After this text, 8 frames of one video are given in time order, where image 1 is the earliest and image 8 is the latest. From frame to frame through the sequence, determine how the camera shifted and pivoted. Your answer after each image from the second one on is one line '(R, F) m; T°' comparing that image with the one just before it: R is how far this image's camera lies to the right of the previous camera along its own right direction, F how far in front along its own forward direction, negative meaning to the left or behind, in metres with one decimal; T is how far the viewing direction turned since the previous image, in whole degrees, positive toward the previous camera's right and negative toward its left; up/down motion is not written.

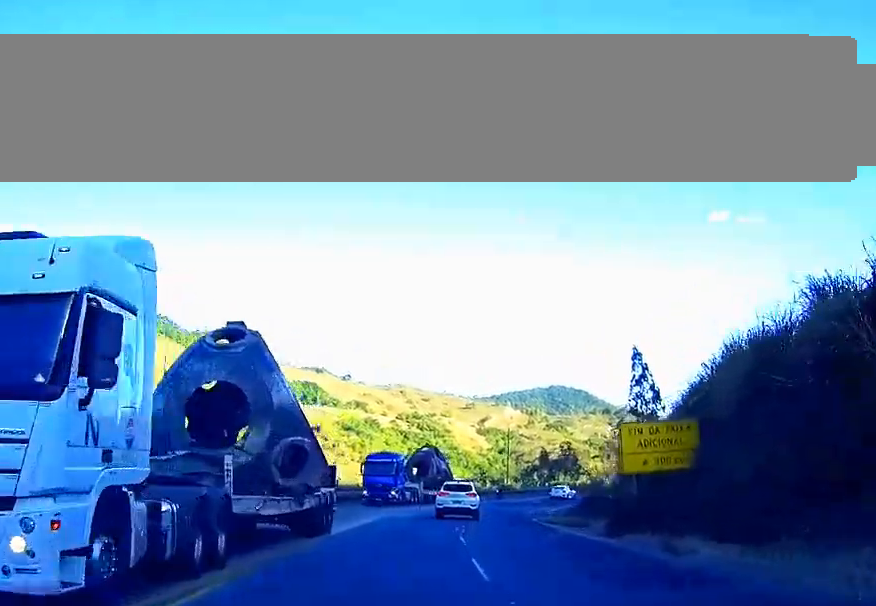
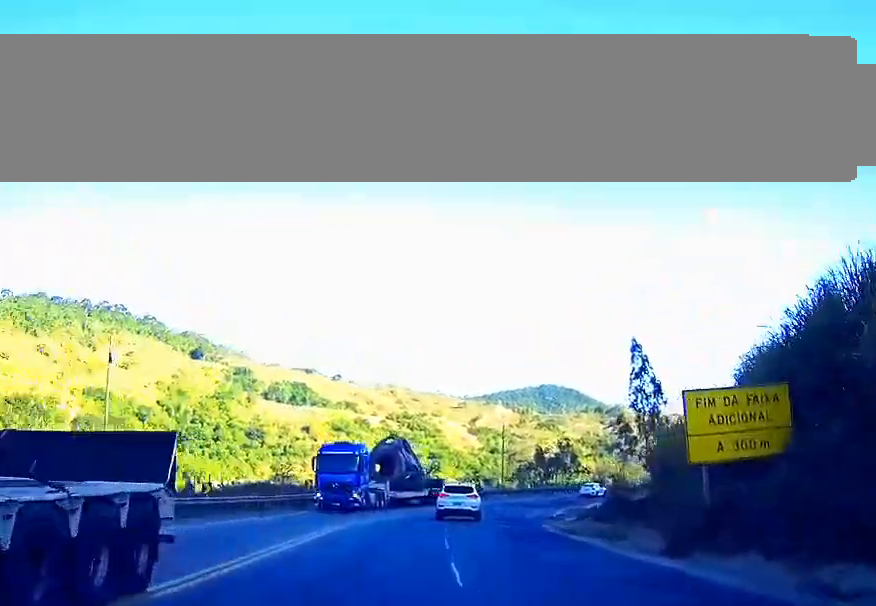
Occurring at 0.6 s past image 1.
(0.0, +7.9) m; 0°
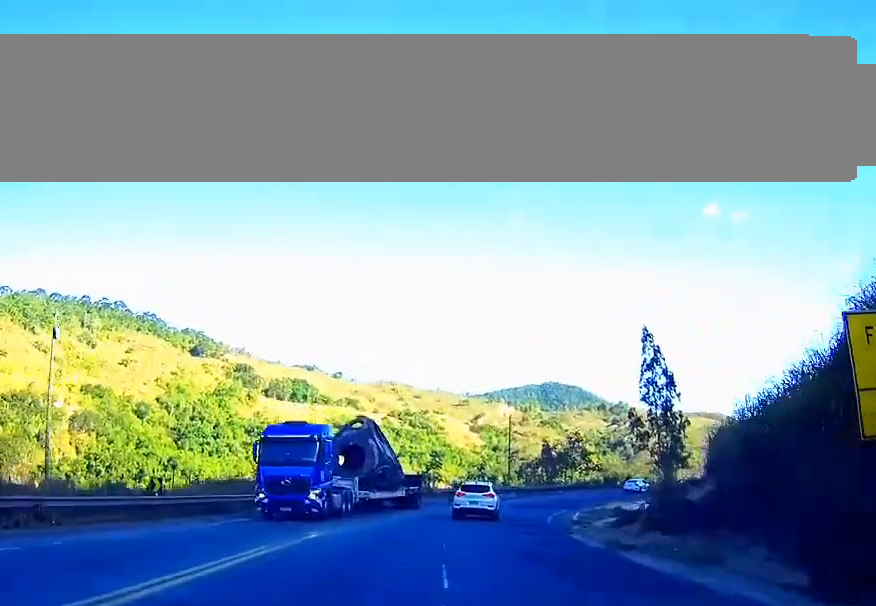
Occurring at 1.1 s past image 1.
(+0.1, +7.8) m; +1°
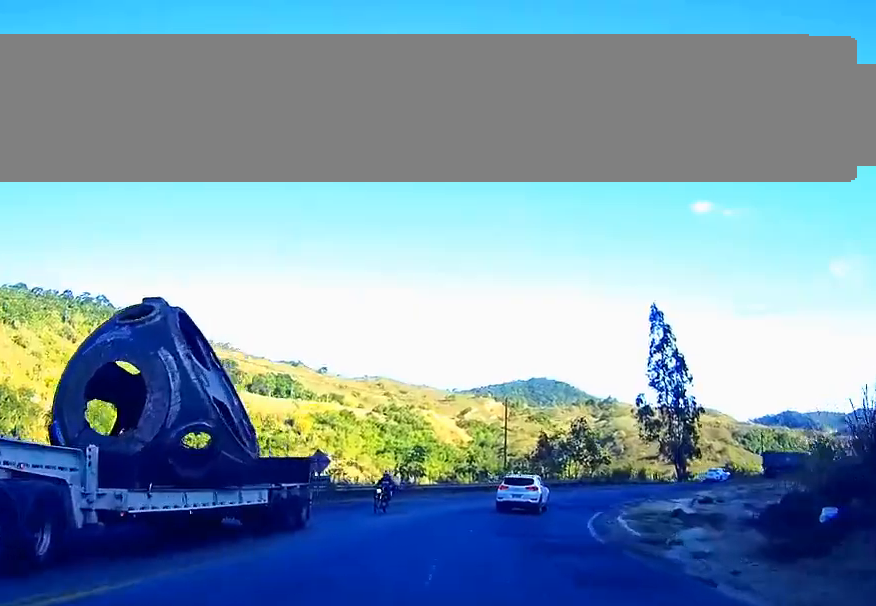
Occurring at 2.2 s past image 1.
(+0.2, +15.7) m; +1°
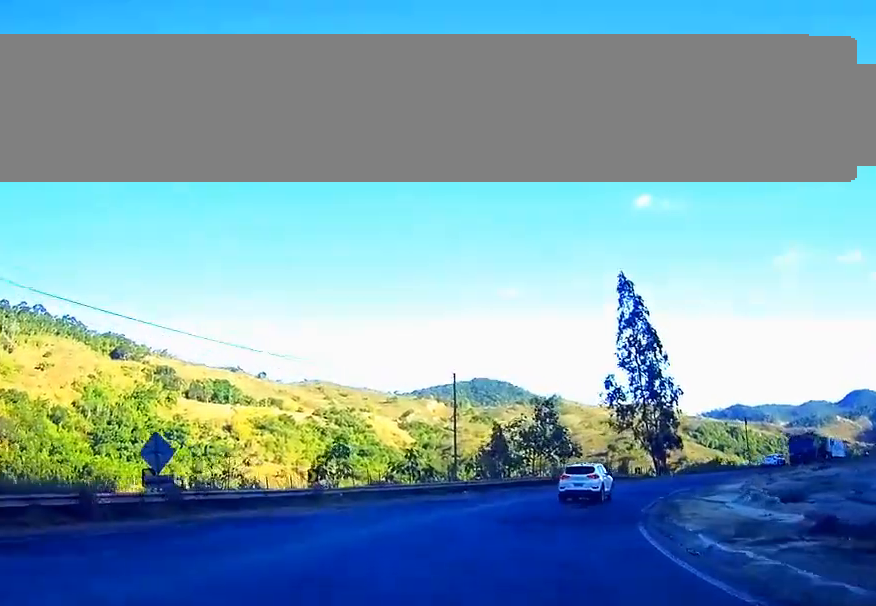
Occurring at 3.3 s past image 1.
(+0.2, +18.1) m; +3°
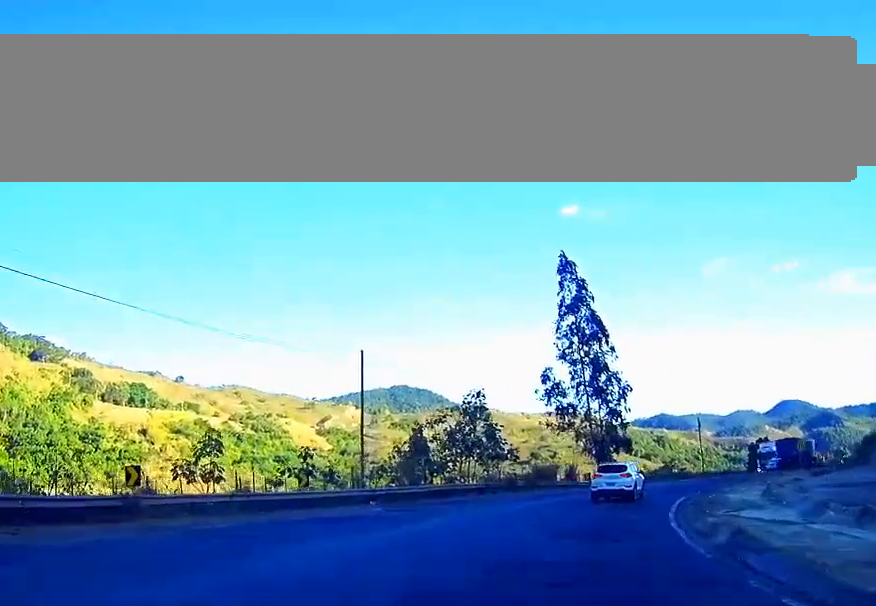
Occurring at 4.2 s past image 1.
(+0.6, +14.2) m; +5°
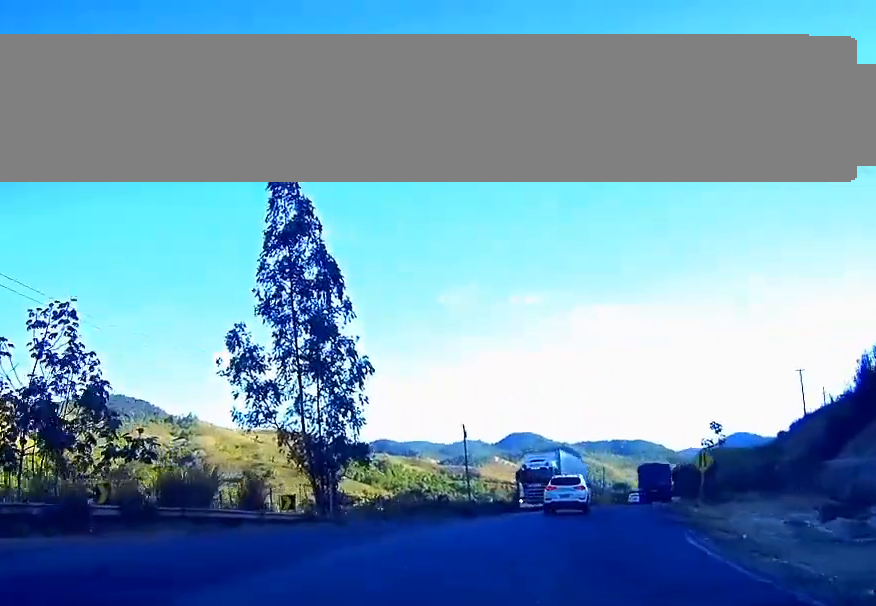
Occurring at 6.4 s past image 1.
(+5.0, +34.2) m; +18°
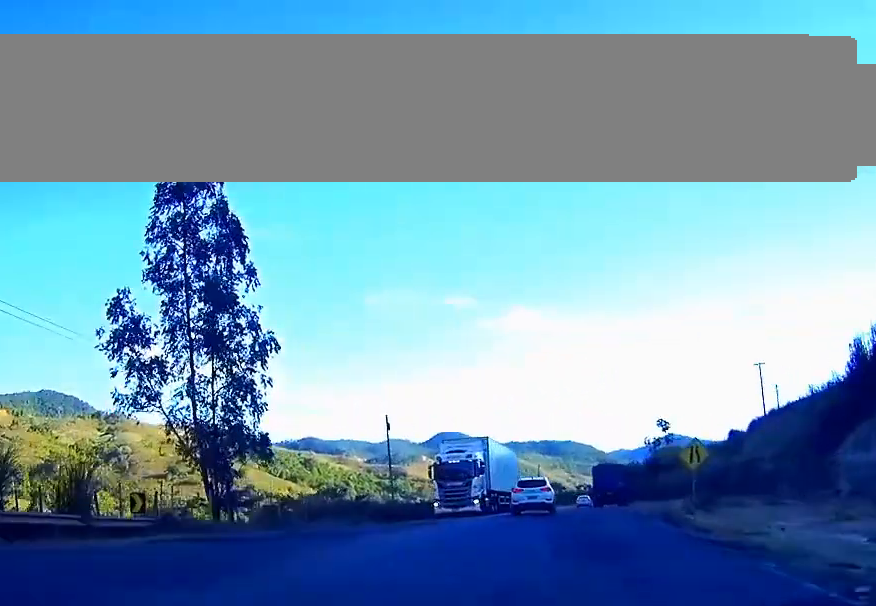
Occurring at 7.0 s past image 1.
(+0.7, +9.6) m; +5°
